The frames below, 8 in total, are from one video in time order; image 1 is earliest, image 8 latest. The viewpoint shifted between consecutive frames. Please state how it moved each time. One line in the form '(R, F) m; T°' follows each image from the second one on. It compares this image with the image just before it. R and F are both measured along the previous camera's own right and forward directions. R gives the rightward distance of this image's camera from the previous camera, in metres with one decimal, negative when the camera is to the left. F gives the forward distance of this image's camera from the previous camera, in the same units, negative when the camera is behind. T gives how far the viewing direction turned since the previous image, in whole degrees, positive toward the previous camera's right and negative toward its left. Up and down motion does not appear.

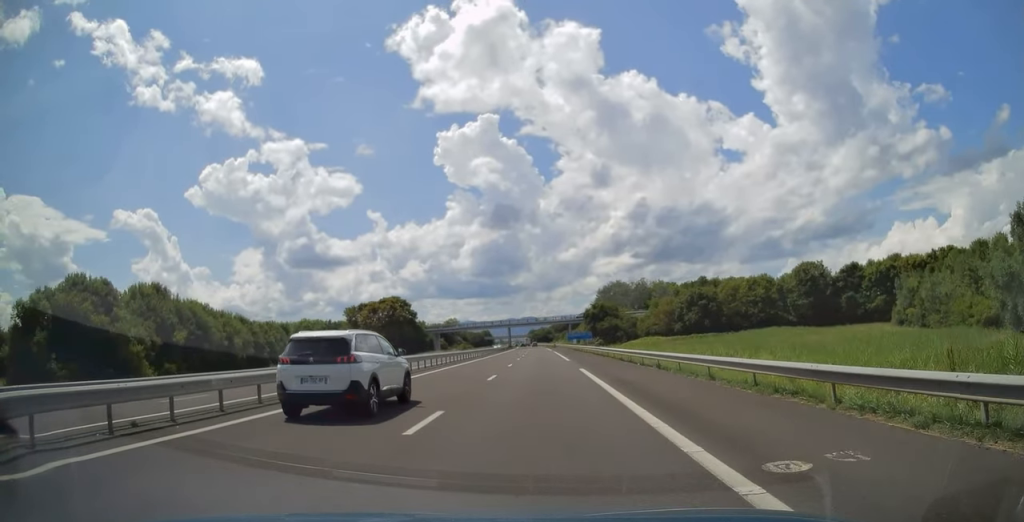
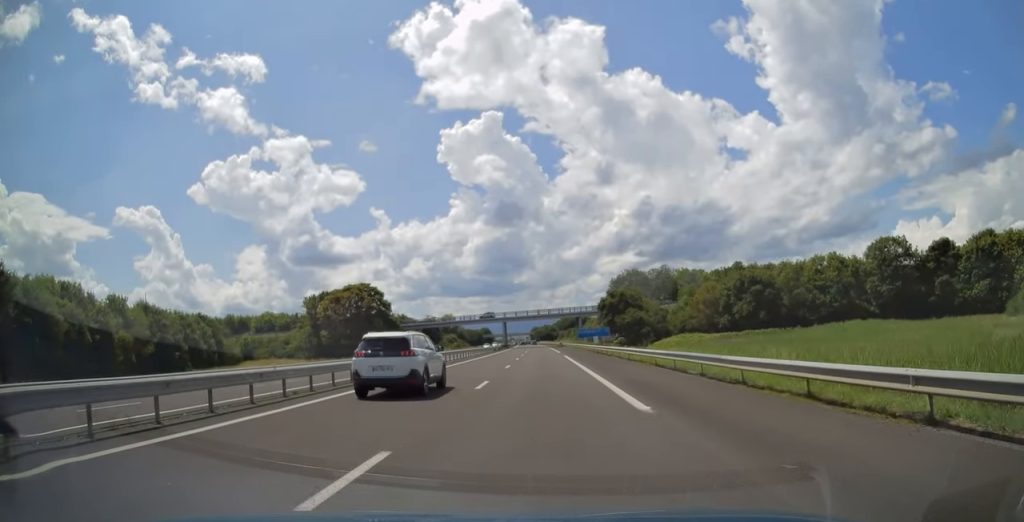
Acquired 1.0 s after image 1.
(0.0, +30.7) m; 0°
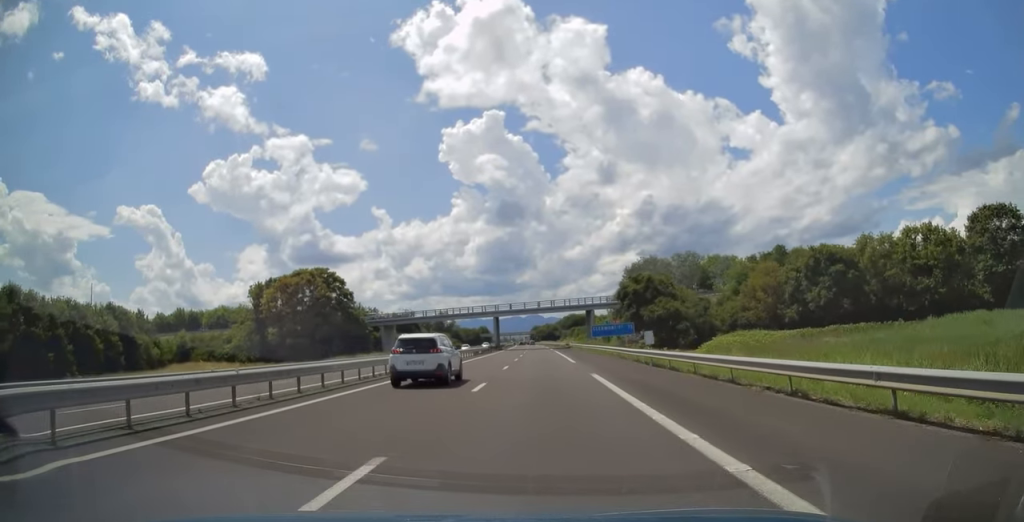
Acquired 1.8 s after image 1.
(0.0, +27.0) m; -1°
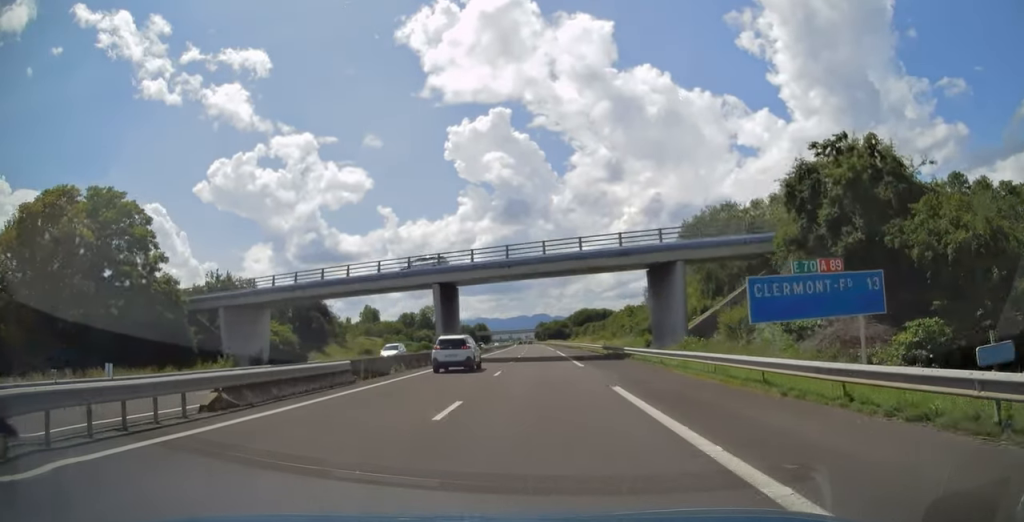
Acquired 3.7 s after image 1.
(-0.1, +58.2) m; 0°
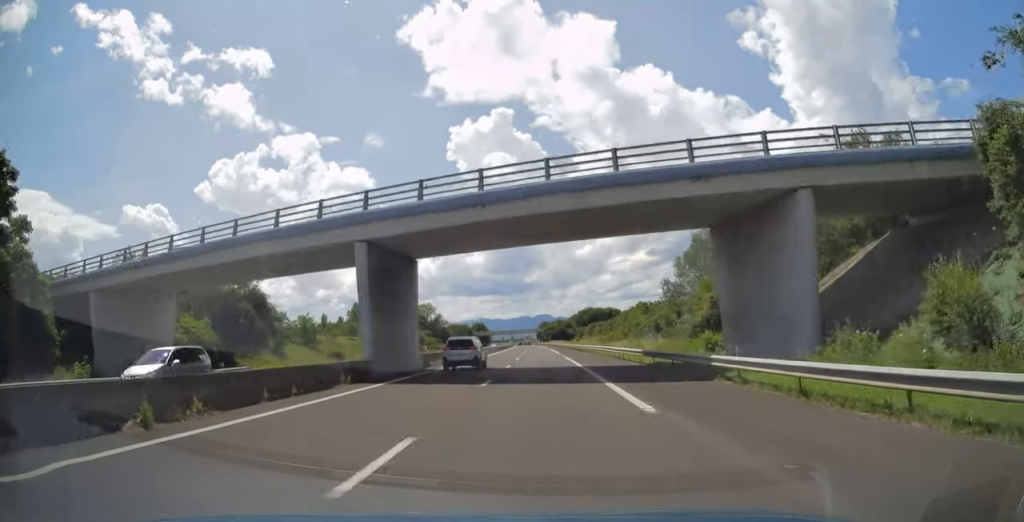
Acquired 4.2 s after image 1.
(-0.2, +17.8) m; 0°
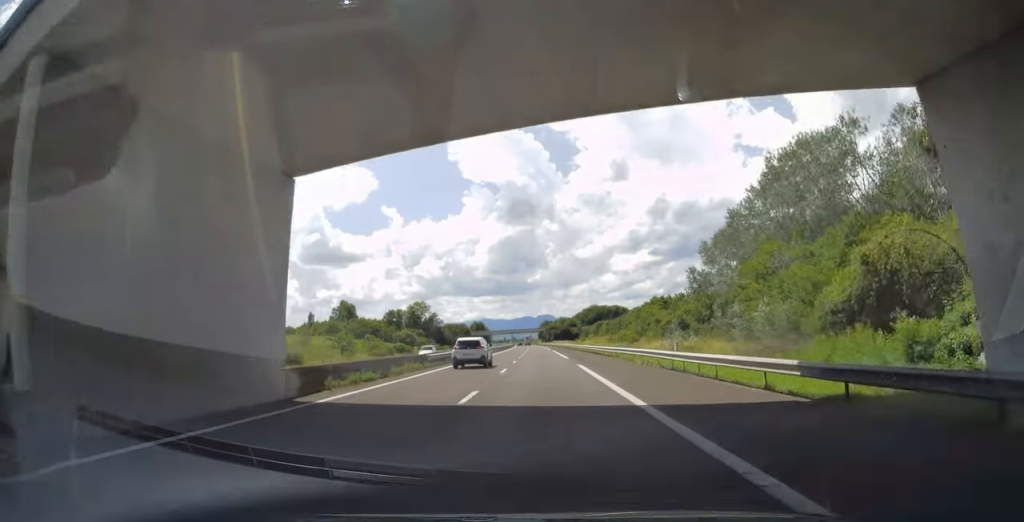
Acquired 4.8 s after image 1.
(-0.1, +17.8) m; 0°
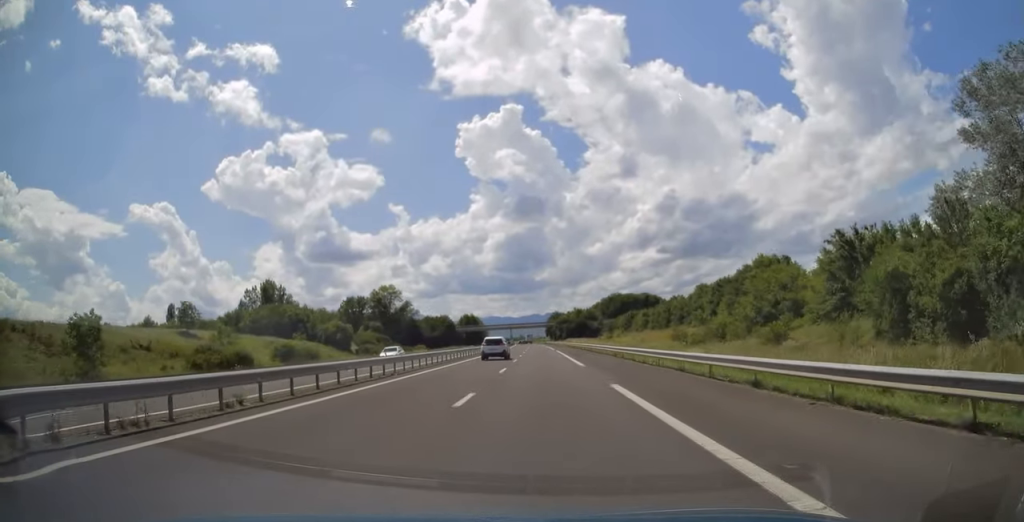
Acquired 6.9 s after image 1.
(-0.2, +65.9) m; -1°
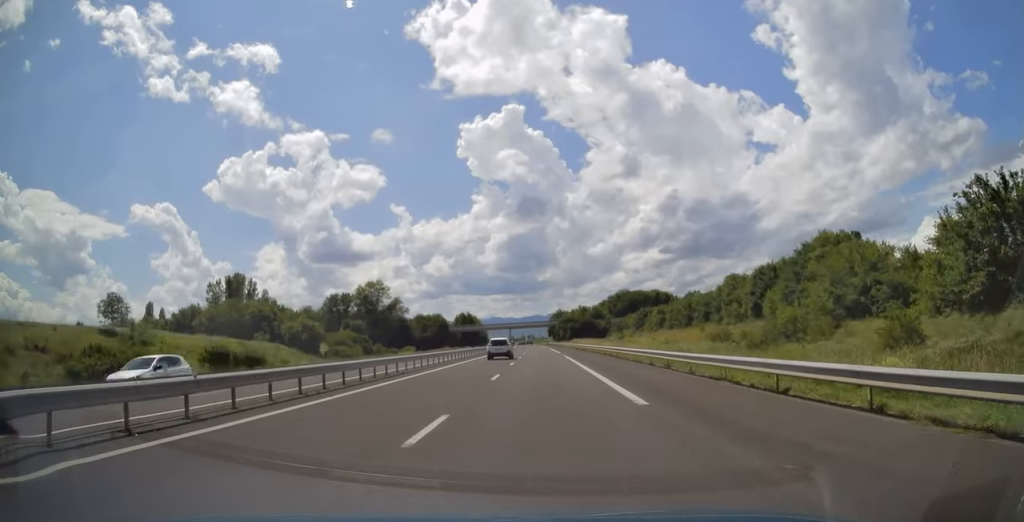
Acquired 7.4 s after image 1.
(-0.2, +17.5) m; 0°
